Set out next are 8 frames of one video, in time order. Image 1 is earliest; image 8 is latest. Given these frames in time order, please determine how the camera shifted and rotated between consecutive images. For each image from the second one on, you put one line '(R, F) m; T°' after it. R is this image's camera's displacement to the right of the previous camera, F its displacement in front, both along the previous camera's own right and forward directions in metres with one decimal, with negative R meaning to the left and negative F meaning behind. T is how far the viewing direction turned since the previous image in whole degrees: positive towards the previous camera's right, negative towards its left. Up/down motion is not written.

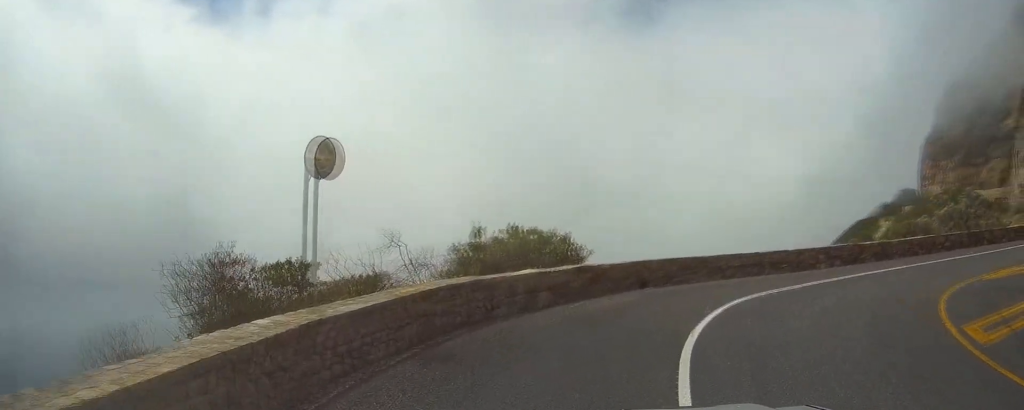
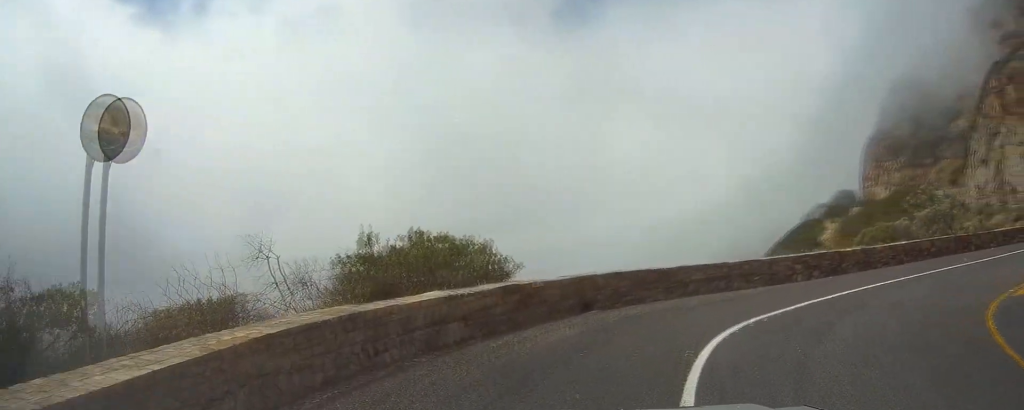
(0.0, +3.5) m; 0°
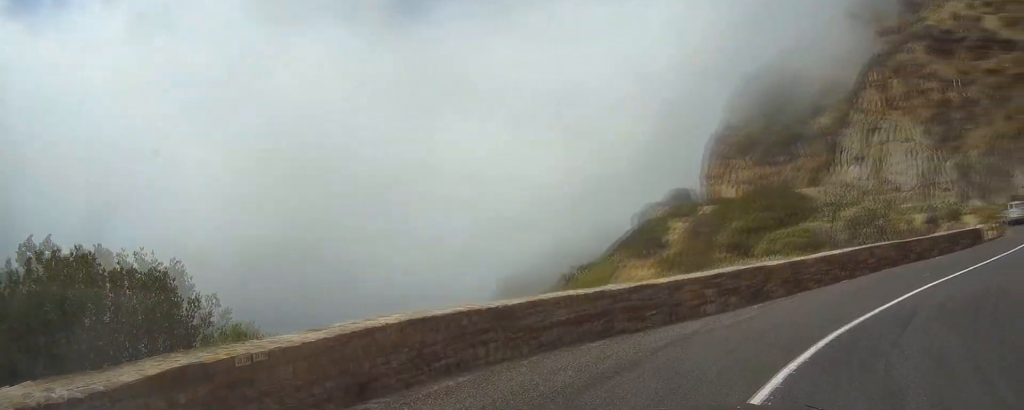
(+0.1, +5.8) m; +11°
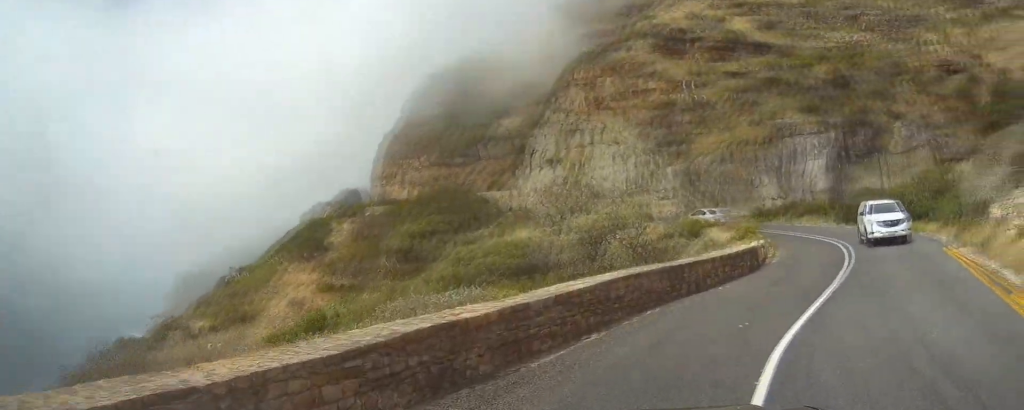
(+1.7, +5.9) m; +28°
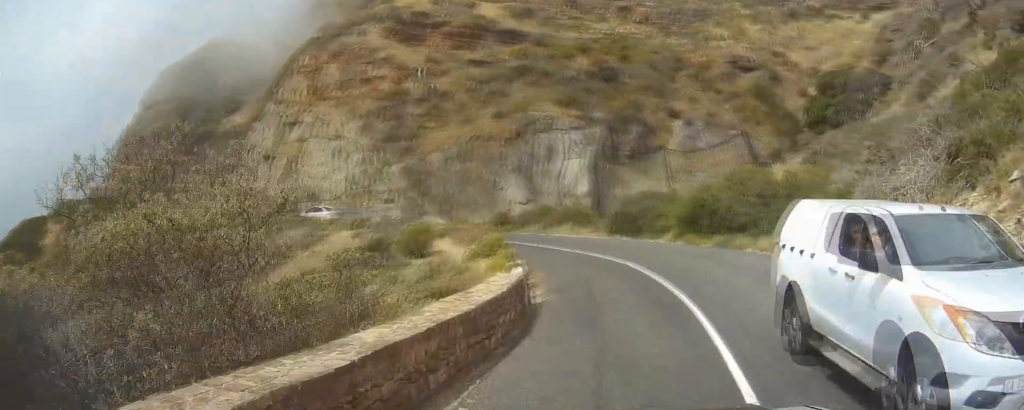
(+1.9, +7.7) m; +18°
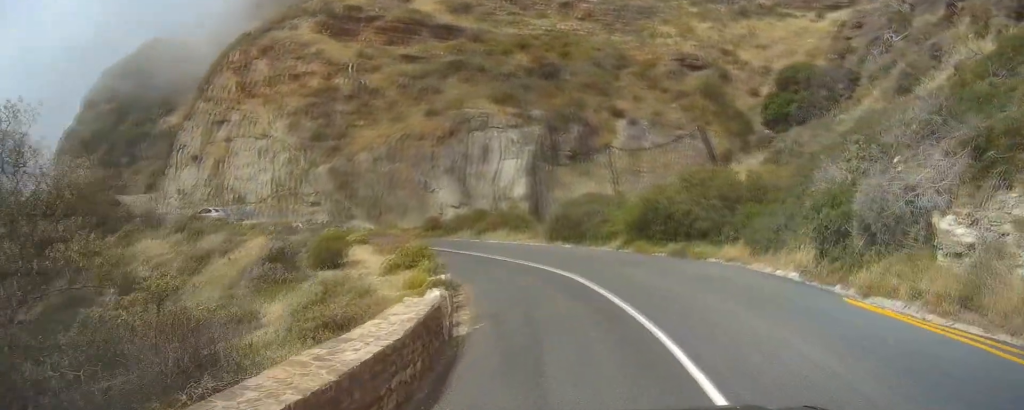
(+0.1, +3.0) m; +2°
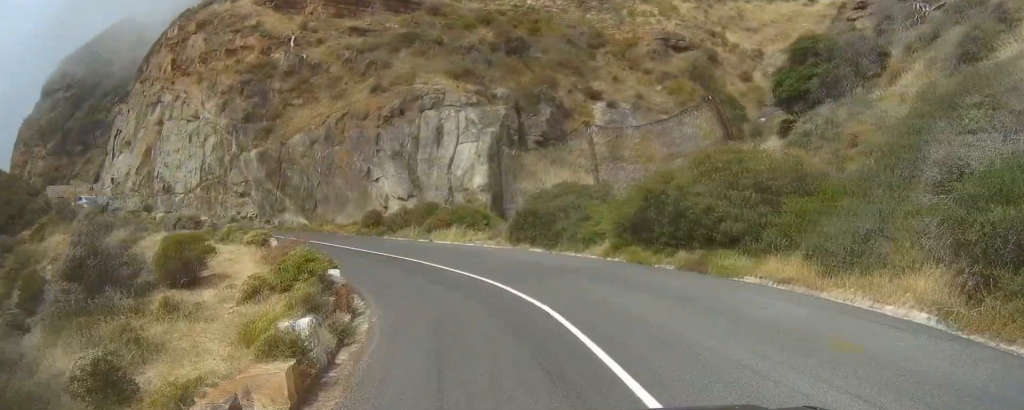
(+0.1, +7.6) m; +1°
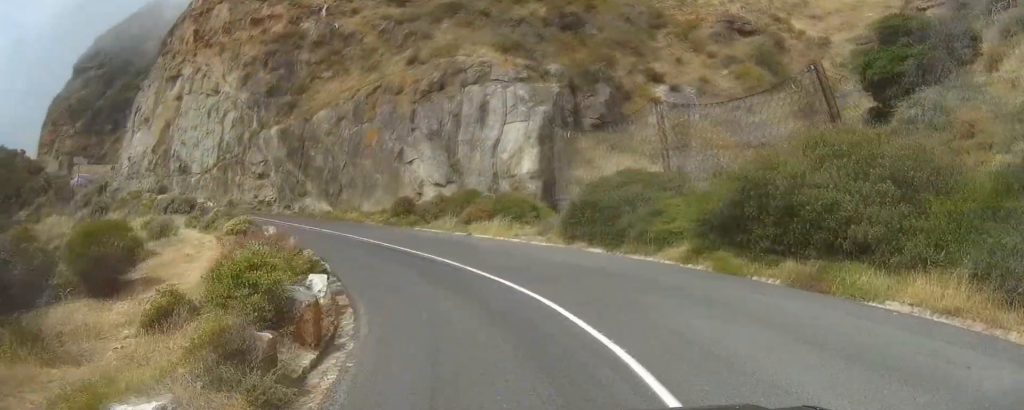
(+0.2, +5.2) m; -3°
